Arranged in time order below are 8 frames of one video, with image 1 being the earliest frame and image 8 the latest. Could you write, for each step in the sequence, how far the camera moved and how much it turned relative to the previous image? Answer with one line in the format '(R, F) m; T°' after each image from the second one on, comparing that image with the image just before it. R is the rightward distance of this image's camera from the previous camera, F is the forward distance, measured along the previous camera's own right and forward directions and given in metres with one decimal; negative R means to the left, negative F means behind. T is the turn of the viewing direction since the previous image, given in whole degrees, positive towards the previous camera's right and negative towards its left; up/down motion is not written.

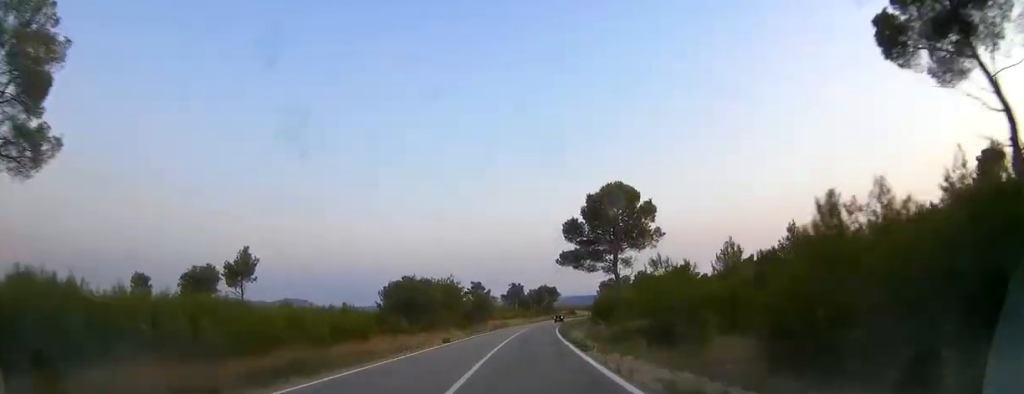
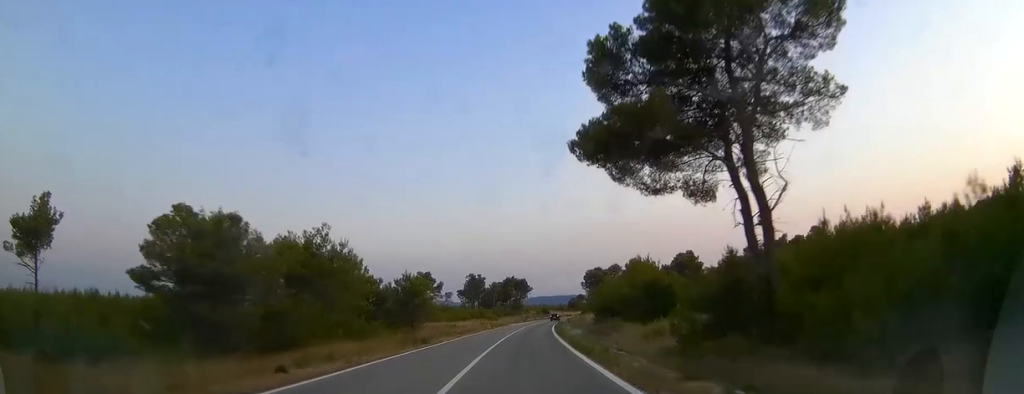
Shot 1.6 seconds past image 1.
(+0.7, +40.0) m; +3°
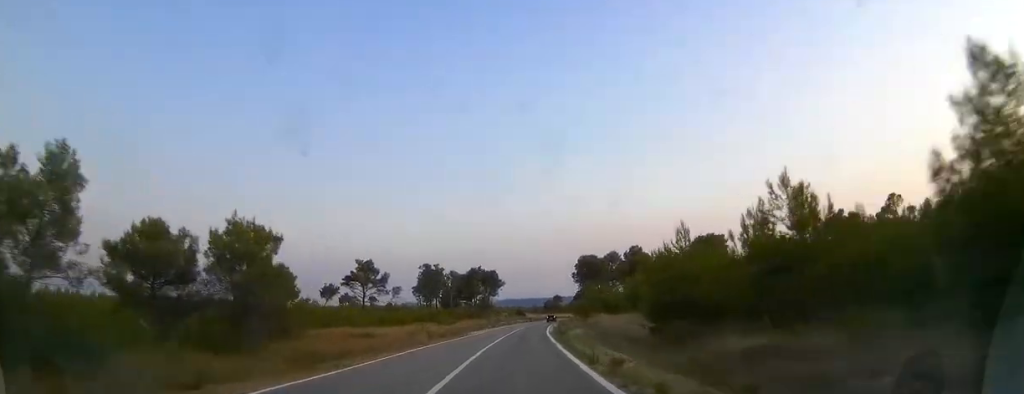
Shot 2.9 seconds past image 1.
(+0.5, +33.3) m; +4°
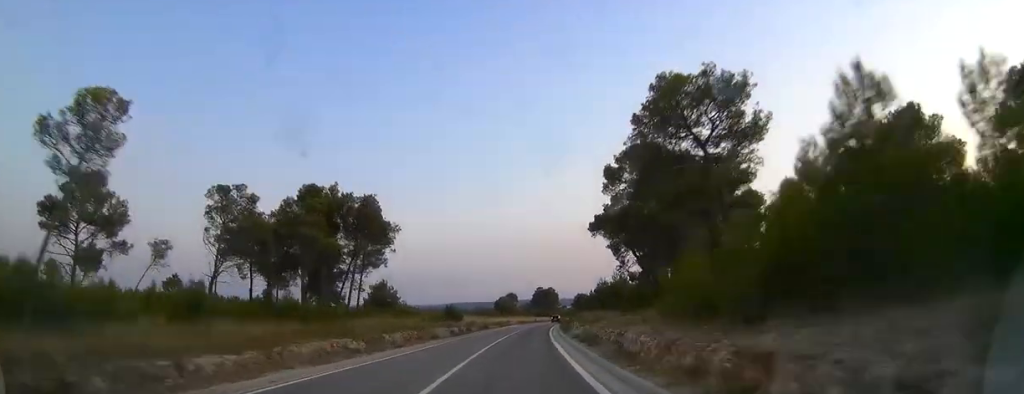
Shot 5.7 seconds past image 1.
(+4.3, +67.9) m; +5°
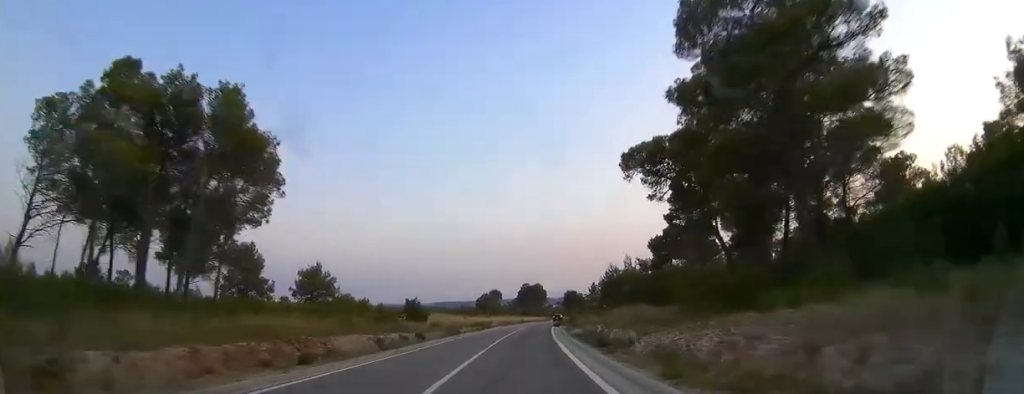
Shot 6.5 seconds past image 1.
(-0.2, +19.9) m; +1°
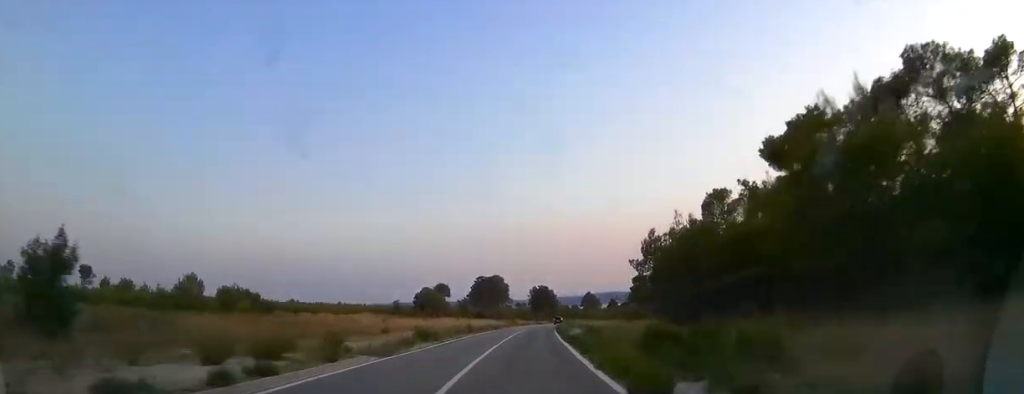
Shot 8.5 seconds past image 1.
(+1.5, +49.6) m; +4°
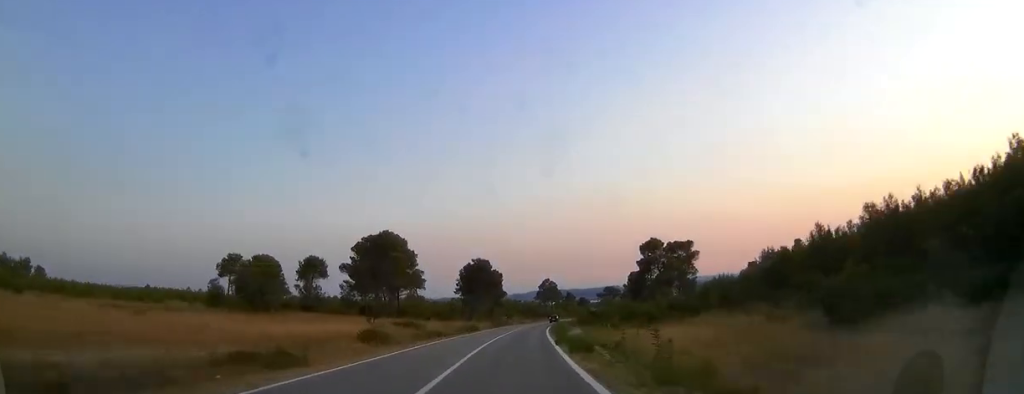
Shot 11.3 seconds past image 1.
(+4.0, +69.2) m; +7°
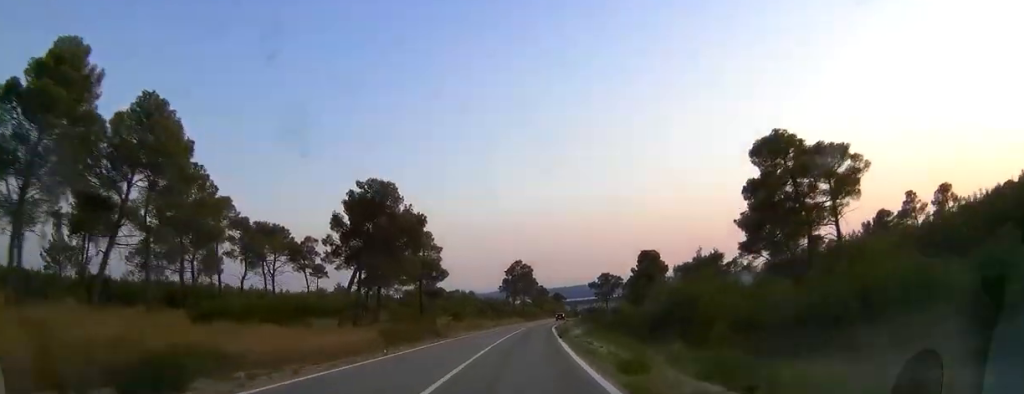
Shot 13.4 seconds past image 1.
(+2.4, +52.6) m; +3°
